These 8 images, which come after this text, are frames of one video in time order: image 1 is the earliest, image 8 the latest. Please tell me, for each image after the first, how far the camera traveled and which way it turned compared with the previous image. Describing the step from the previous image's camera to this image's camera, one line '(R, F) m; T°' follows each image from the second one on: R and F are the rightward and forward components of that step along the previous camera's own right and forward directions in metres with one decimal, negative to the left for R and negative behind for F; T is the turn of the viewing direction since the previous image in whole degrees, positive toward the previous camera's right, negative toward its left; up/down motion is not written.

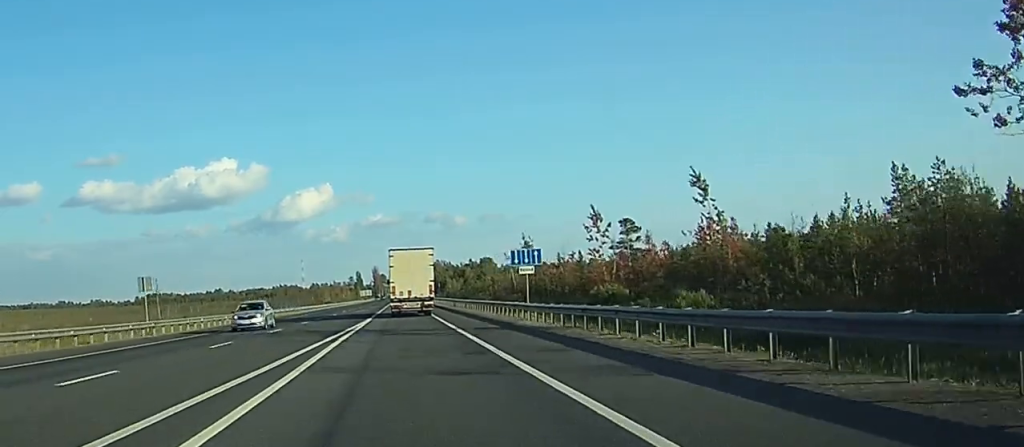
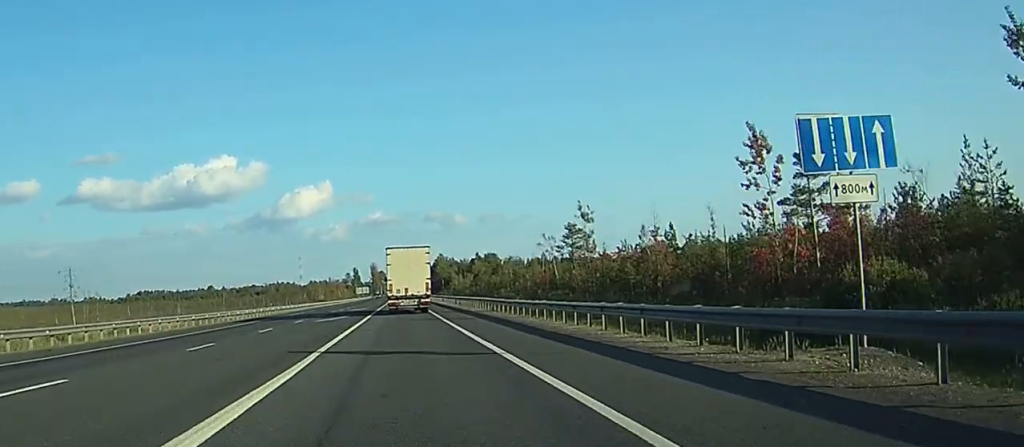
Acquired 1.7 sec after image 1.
(-0.1, +37.9) m; 0°
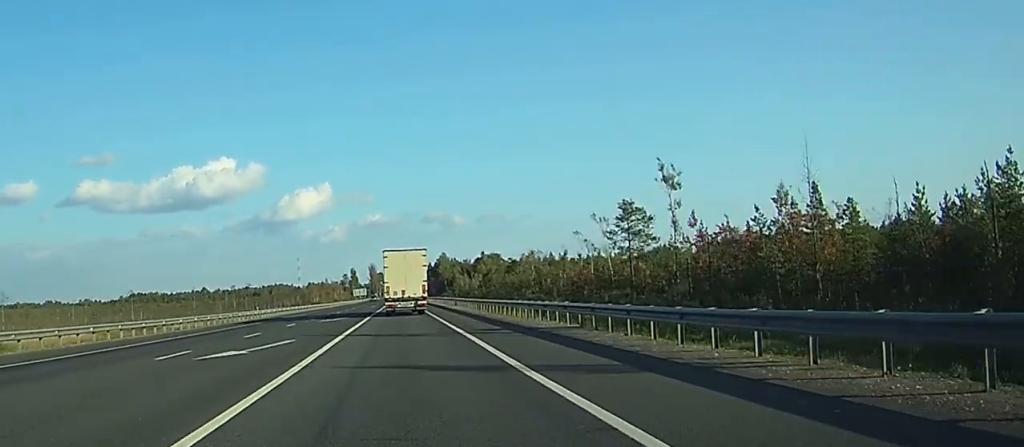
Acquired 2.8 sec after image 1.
(0.0, +26.4) m; 0°
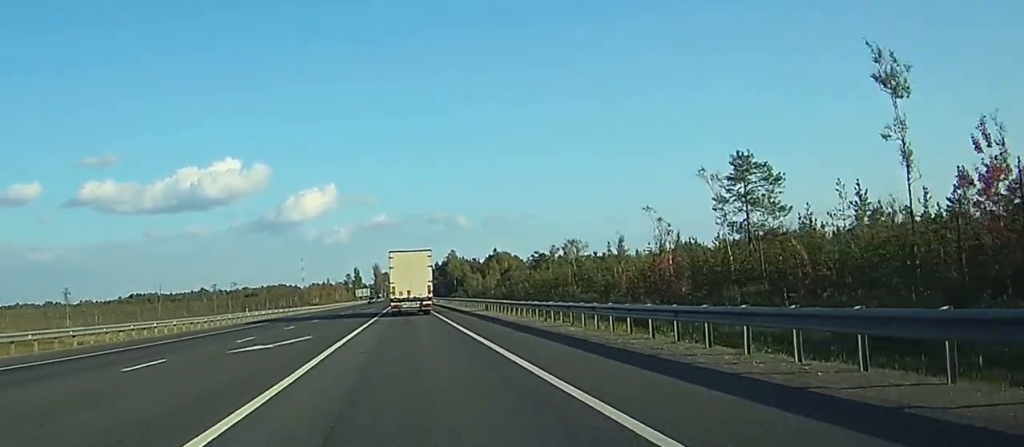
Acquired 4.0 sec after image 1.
(0.0, +26.5) m; 0°
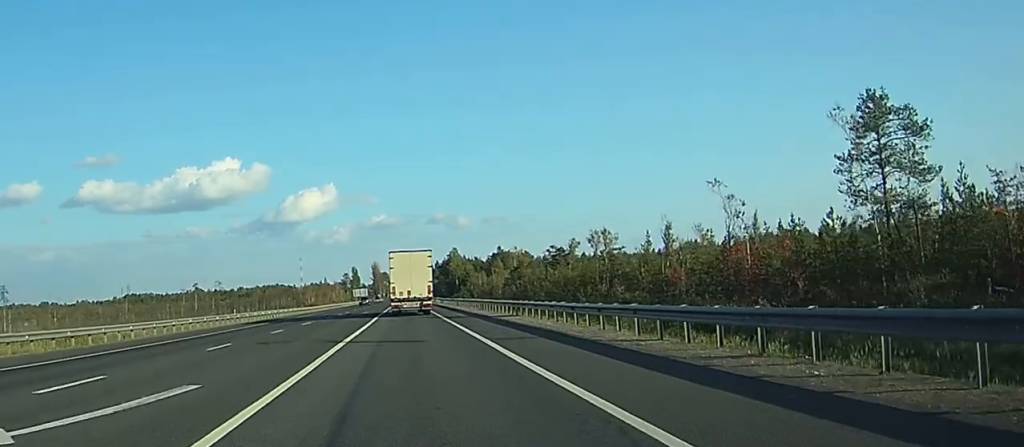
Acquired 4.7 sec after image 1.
(0.0, +16.1) m; 0°
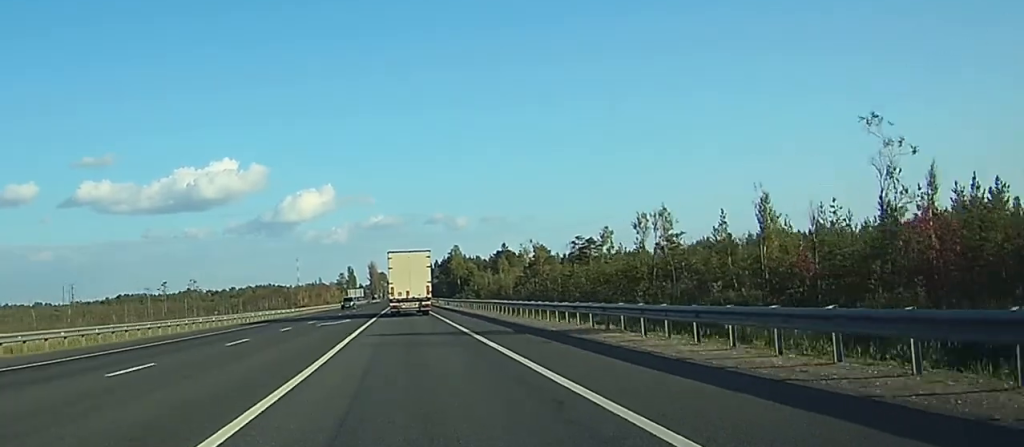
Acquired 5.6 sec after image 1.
(0.0, +20.1) m; 0°
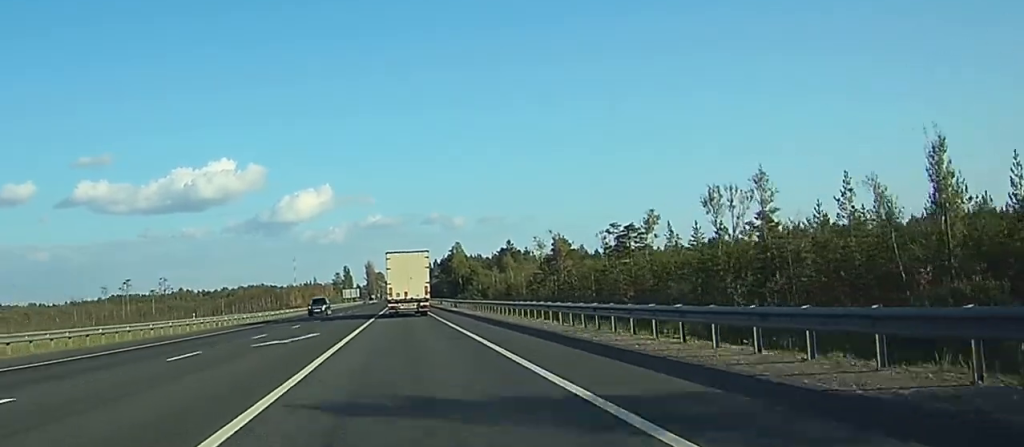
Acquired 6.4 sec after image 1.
(0.0, +18.8) m; 0°
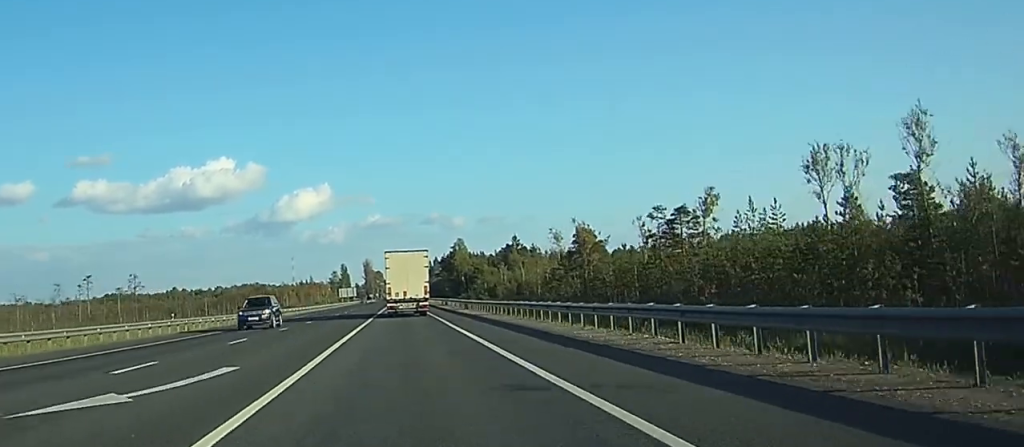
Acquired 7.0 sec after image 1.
(0.0, +15.9) m; 0°
